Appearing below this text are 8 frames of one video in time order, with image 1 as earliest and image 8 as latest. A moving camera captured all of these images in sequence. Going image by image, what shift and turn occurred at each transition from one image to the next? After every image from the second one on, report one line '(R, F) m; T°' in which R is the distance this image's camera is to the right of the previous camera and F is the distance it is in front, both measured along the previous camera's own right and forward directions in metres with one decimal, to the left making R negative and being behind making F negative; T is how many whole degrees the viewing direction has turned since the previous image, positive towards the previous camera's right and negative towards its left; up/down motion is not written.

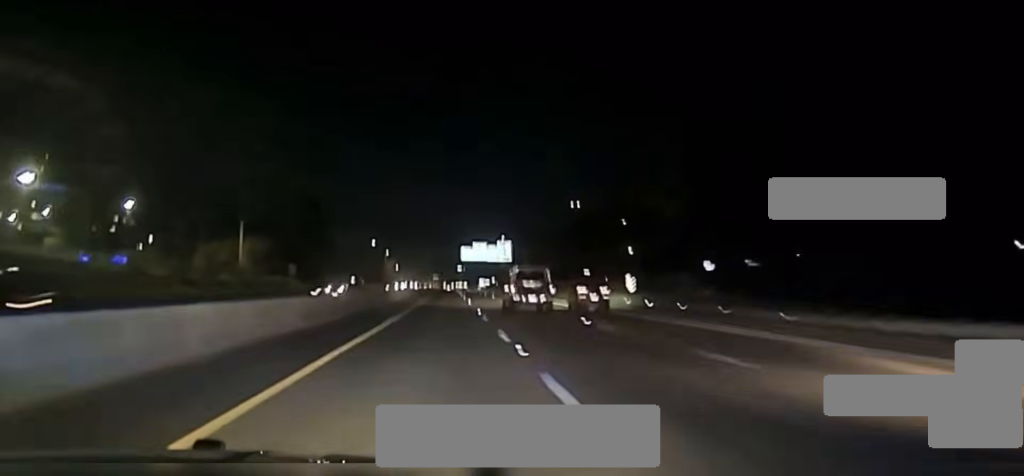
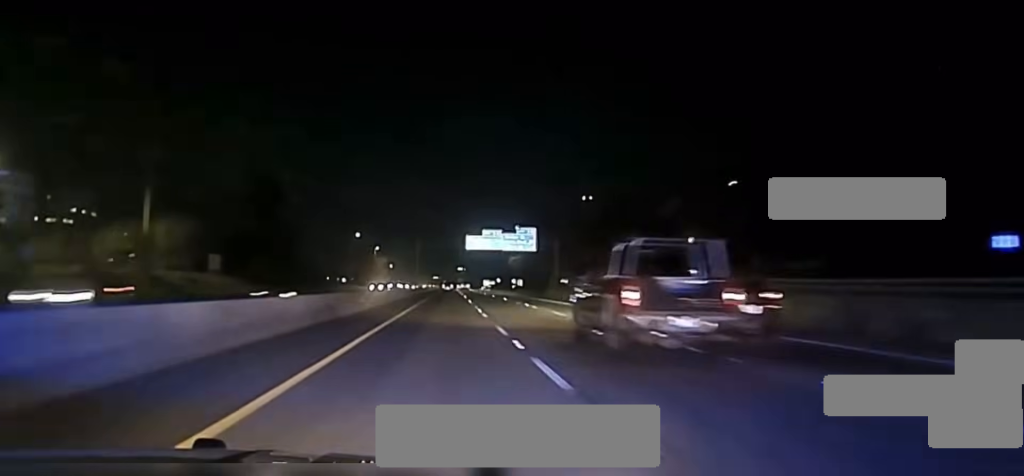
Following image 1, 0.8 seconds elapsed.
(+0.4, +45.5) m; 0°
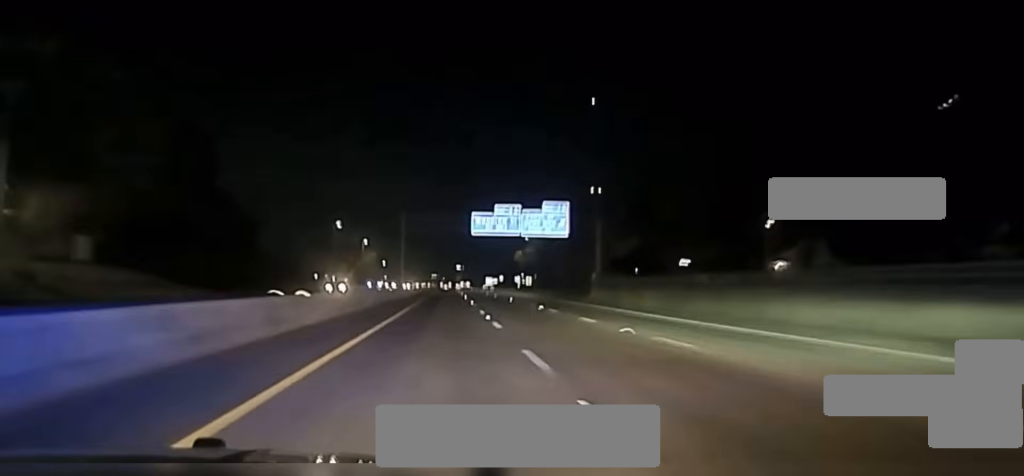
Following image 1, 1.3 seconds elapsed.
(-0.1, +33.3) m; 0°
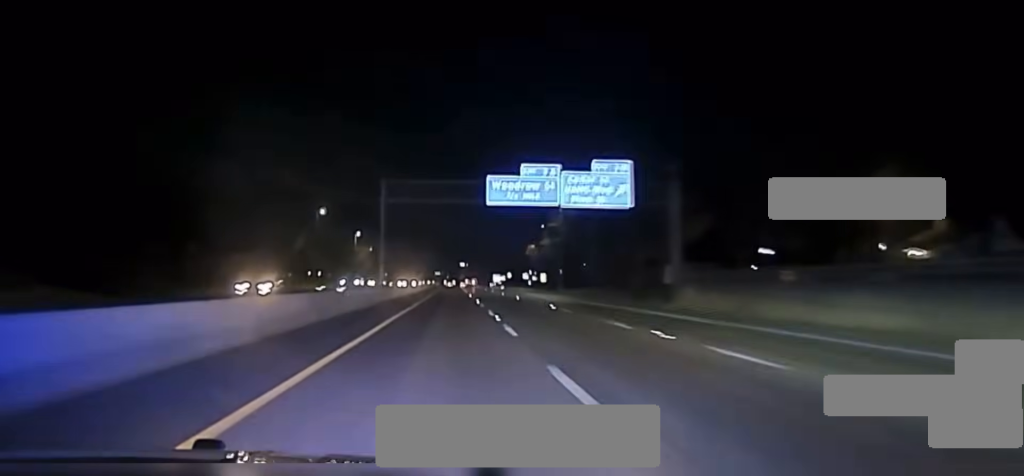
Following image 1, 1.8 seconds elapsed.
(-0.1, +28.5) m; 0°
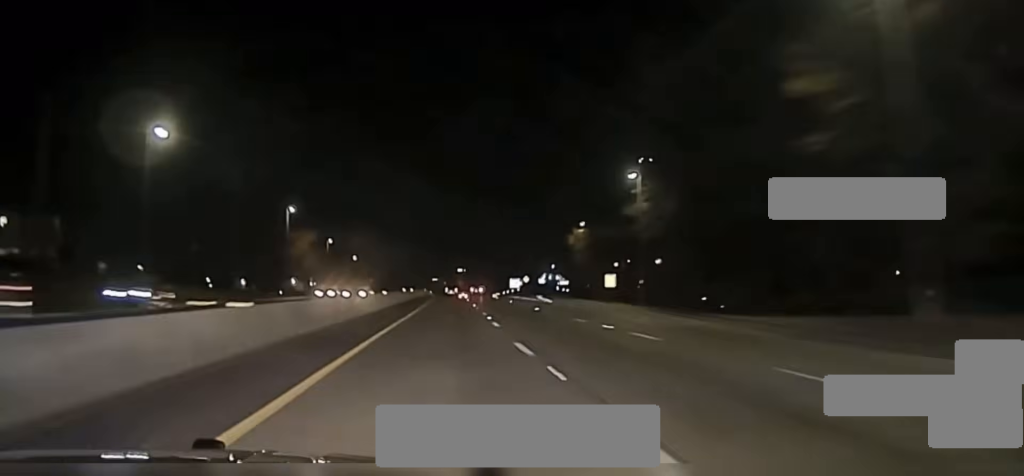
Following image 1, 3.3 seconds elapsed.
(-0.1, +84.8) m; 0°
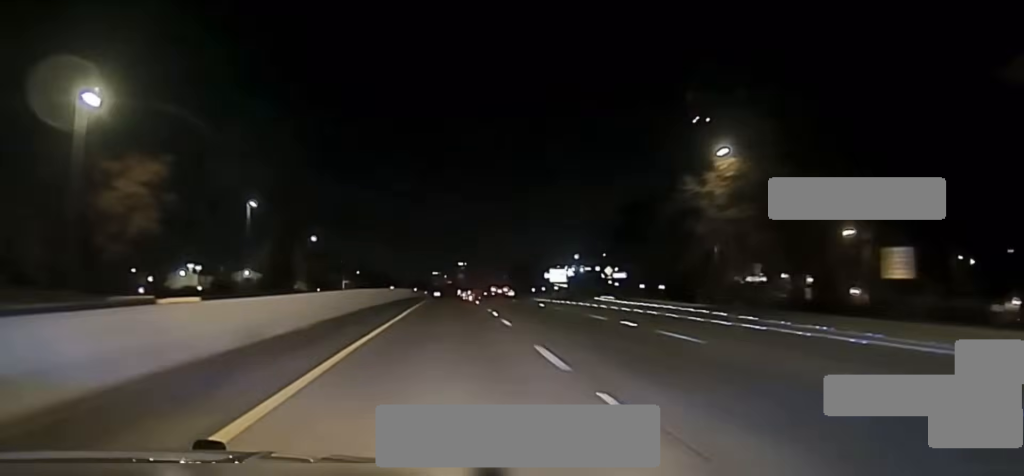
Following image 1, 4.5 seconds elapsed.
(0.0, +71.7) m; 0°
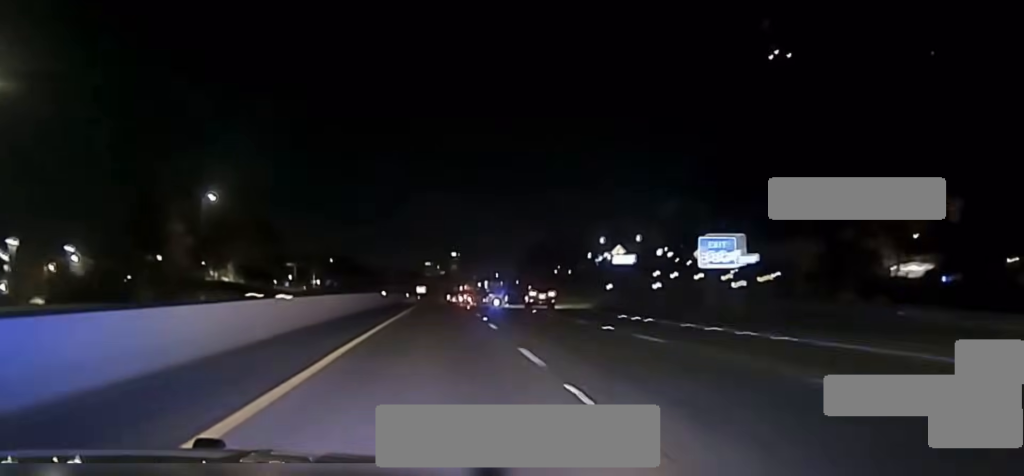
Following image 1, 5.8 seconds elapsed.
(+0.2, +66.3) m; 0°
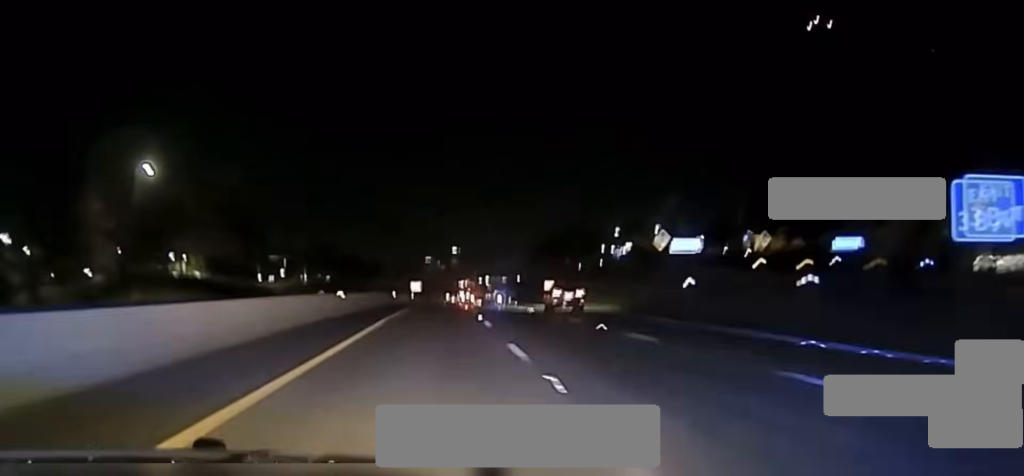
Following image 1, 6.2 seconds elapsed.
(0.0, +25.0) m; 0°
